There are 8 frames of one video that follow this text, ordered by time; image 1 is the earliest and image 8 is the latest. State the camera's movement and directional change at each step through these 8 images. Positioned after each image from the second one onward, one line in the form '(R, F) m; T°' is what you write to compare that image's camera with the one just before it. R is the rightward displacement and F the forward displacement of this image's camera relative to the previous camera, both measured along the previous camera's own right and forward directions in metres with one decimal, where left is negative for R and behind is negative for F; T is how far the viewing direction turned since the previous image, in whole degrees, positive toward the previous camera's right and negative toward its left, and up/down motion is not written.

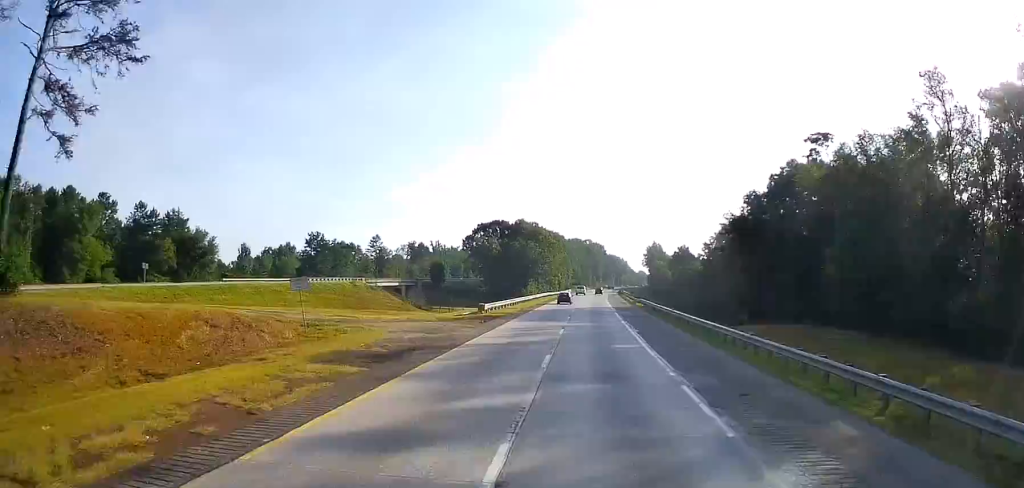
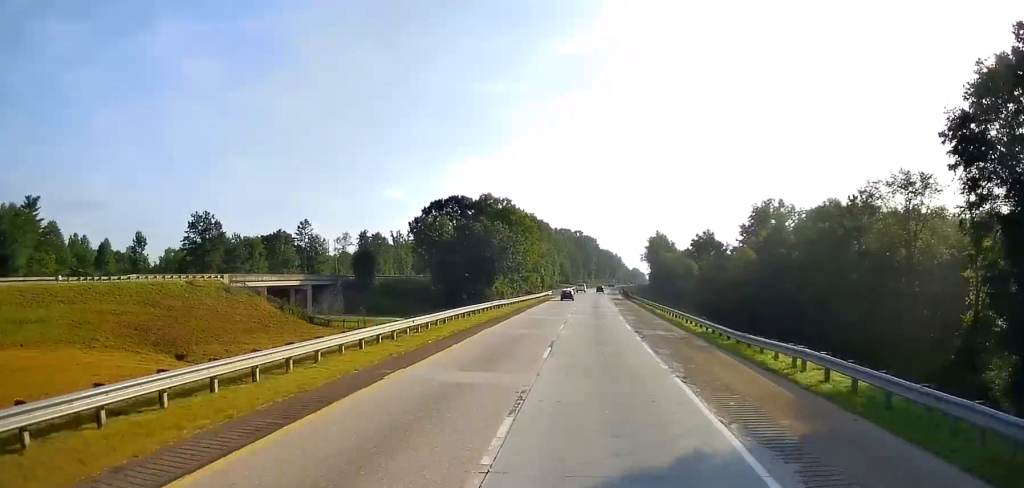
(+1.1, +59.5) m; +1°
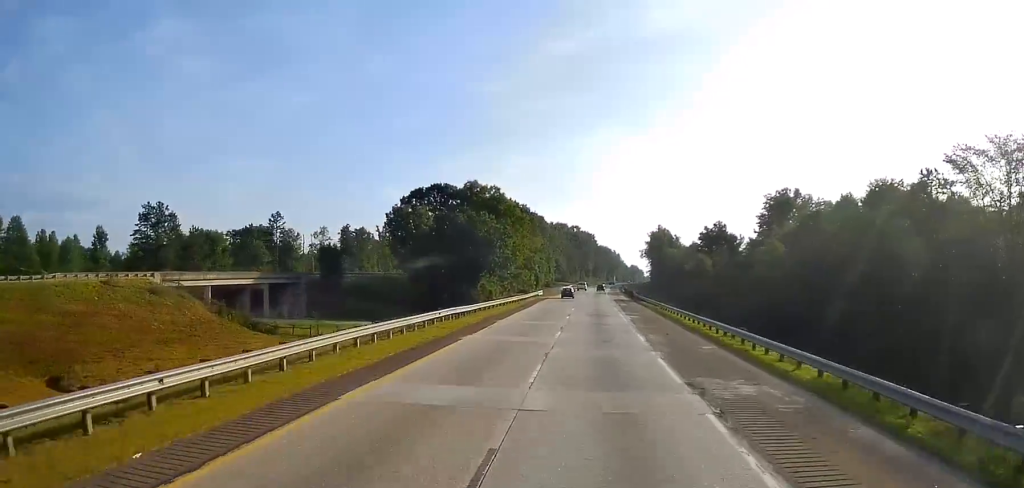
(-0.1, +17.6) m; 0°
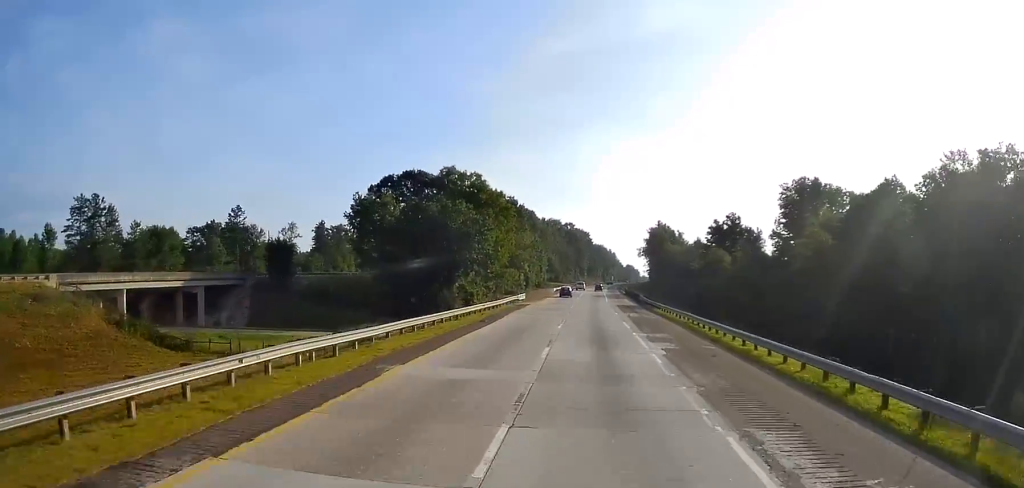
(-0.2, +19.6) m; 0°
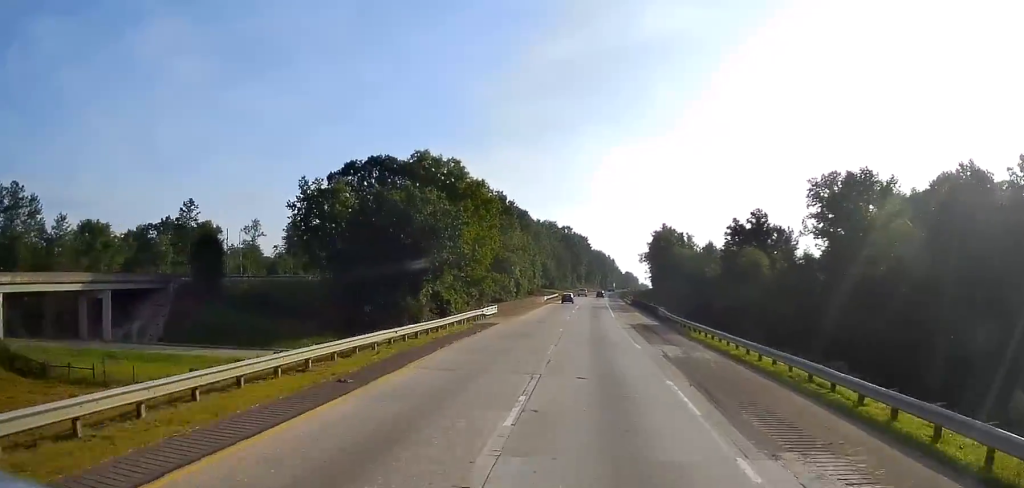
(+0.2, +21.6) m; +2°
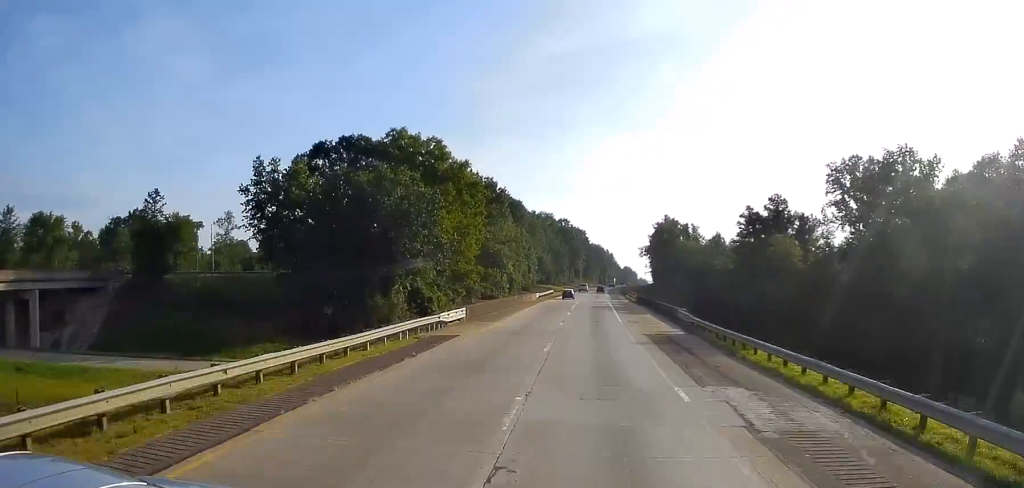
(+0.1, +12.8) m; +1°
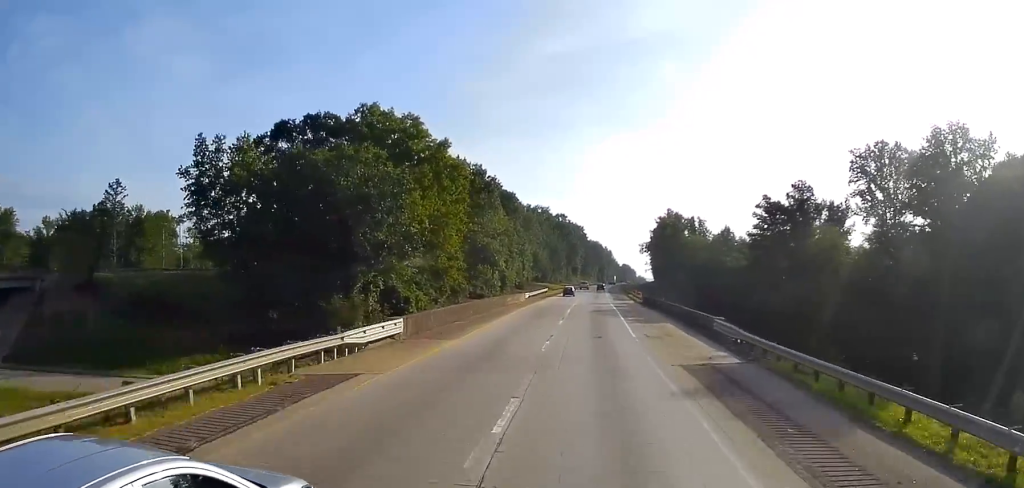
(+0.3, +12.8) m; 0°
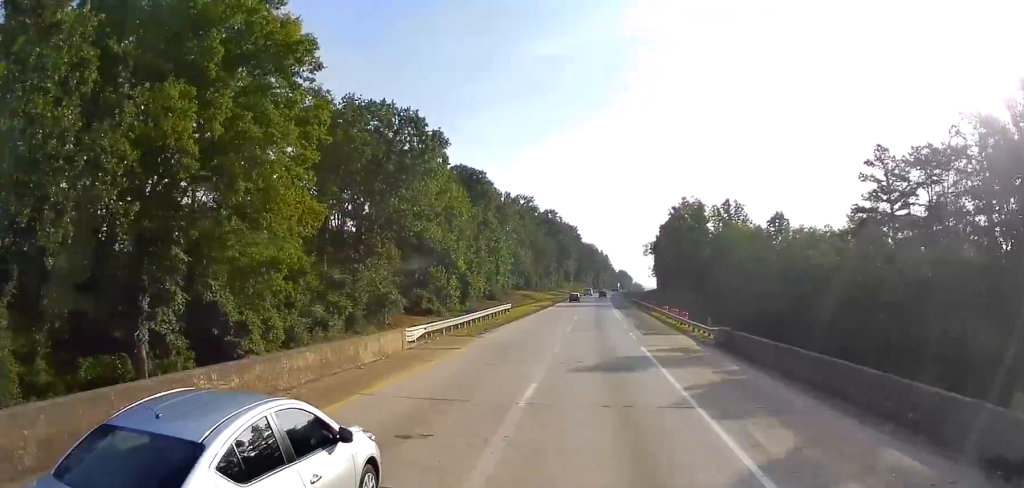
(-0.3, +45.9) m; 0°
